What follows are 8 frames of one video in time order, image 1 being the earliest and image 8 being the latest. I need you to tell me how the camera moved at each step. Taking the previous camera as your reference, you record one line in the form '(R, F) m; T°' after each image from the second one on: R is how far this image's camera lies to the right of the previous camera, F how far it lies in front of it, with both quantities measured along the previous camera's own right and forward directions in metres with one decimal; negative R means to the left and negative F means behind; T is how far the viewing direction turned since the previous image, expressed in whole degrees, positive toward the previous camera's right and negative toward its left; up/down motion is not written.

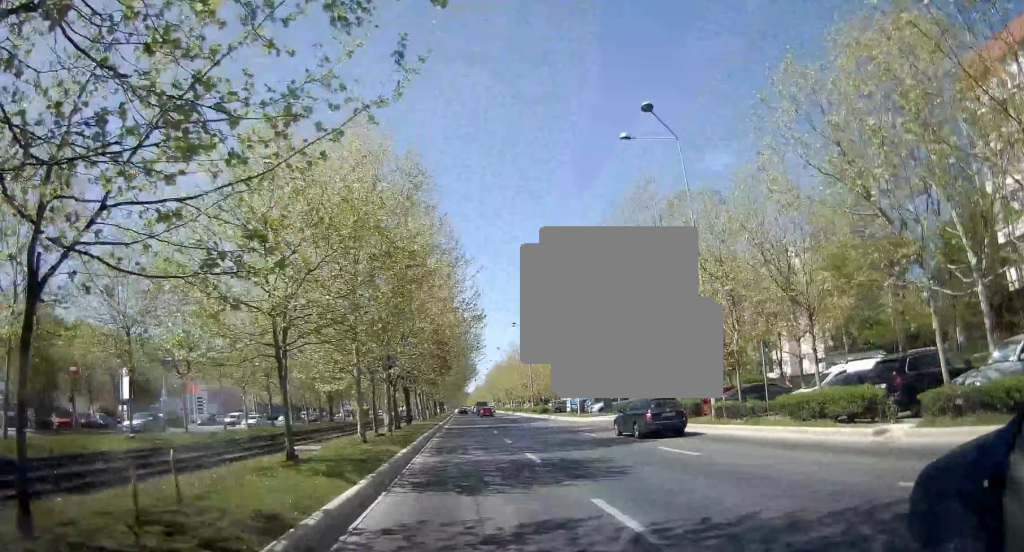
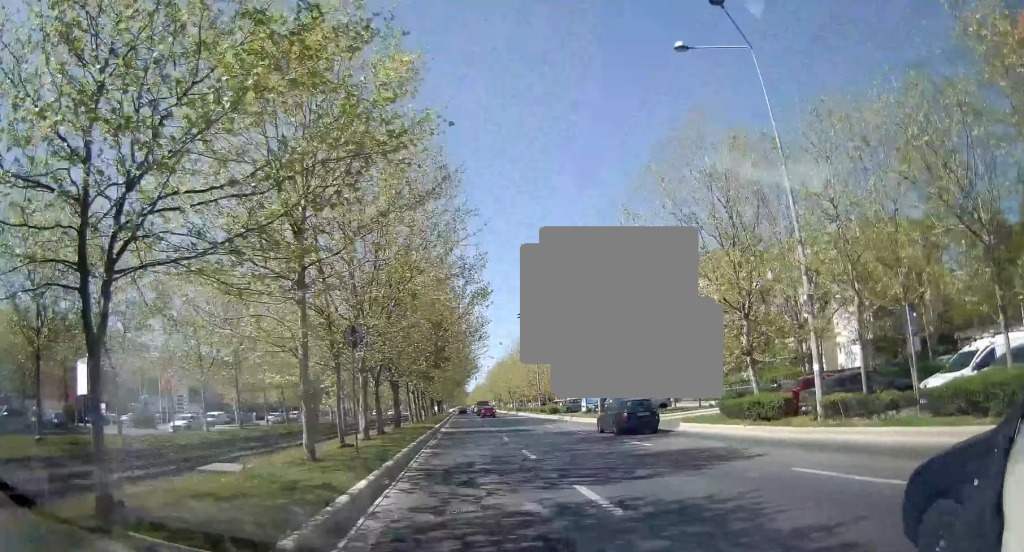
(+0.2, +7.3) m; 0°
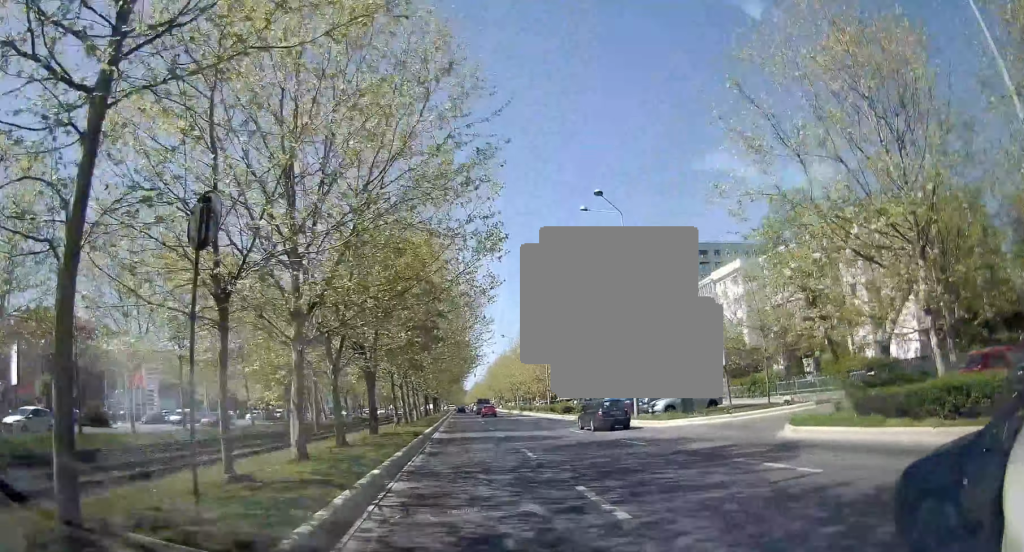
(0.0, +9.0) m; 0°
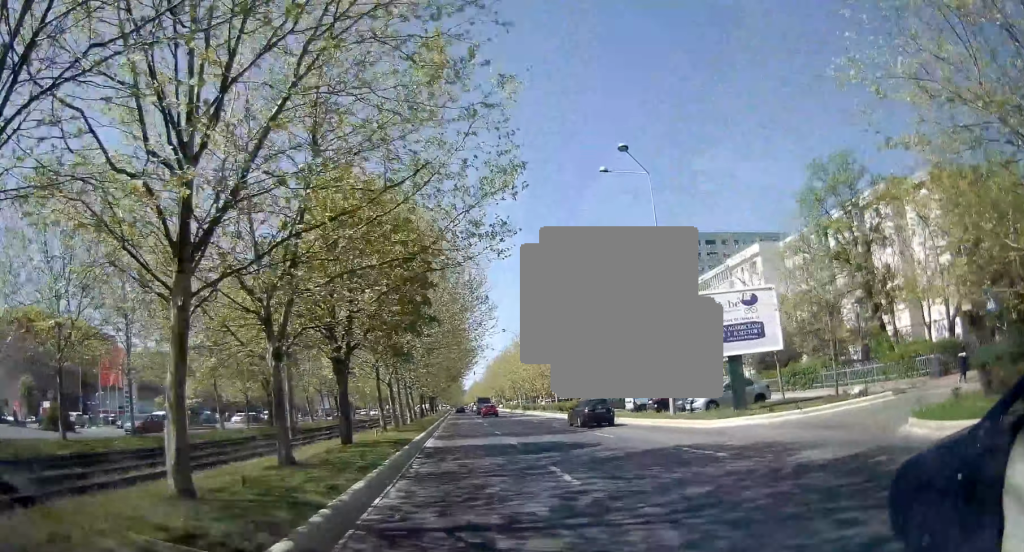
(-0.2, +6.0) m; 0°
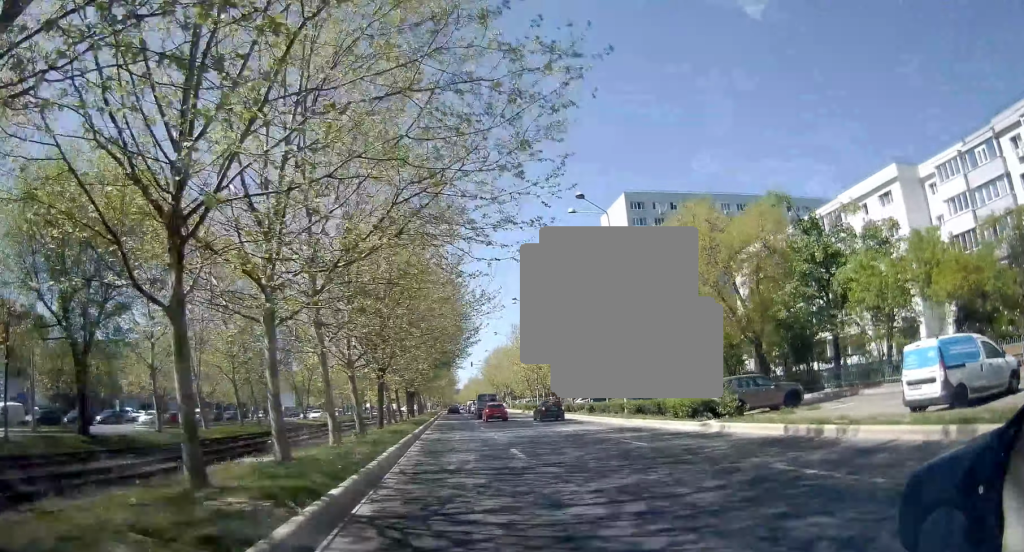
(+0.9, +27.1) m; +1°
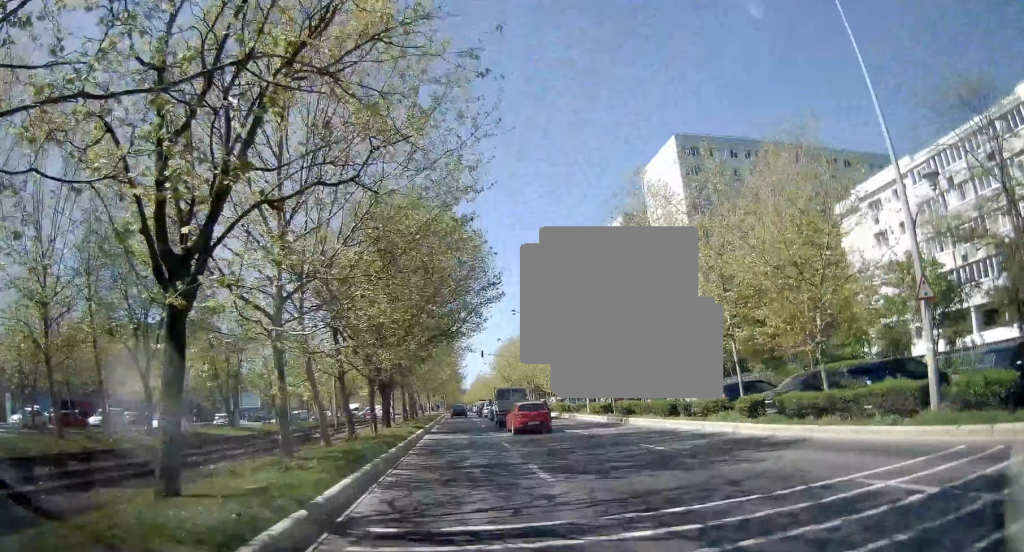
(+0.2, +23.6) m; +1°
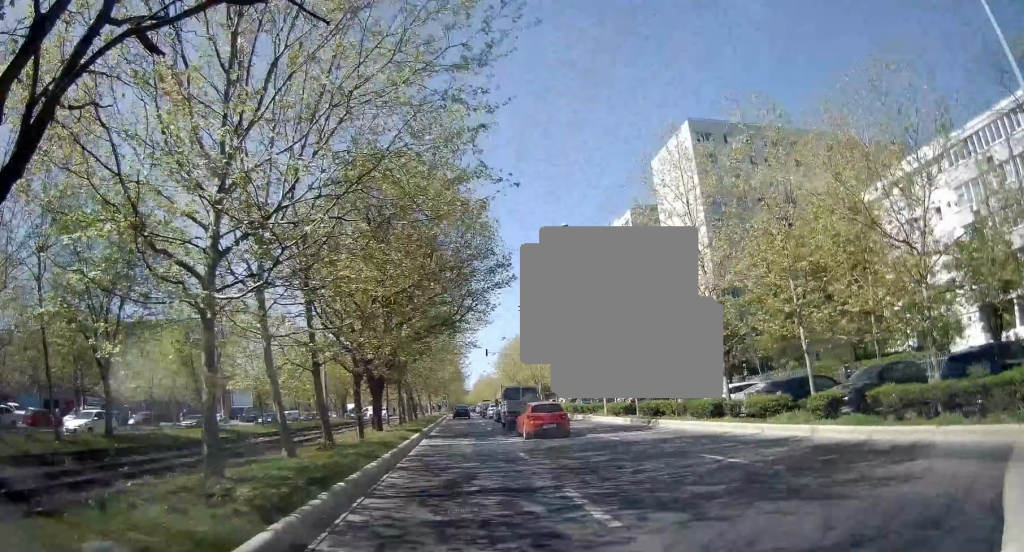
(-0.2, +4.4) m; 0°
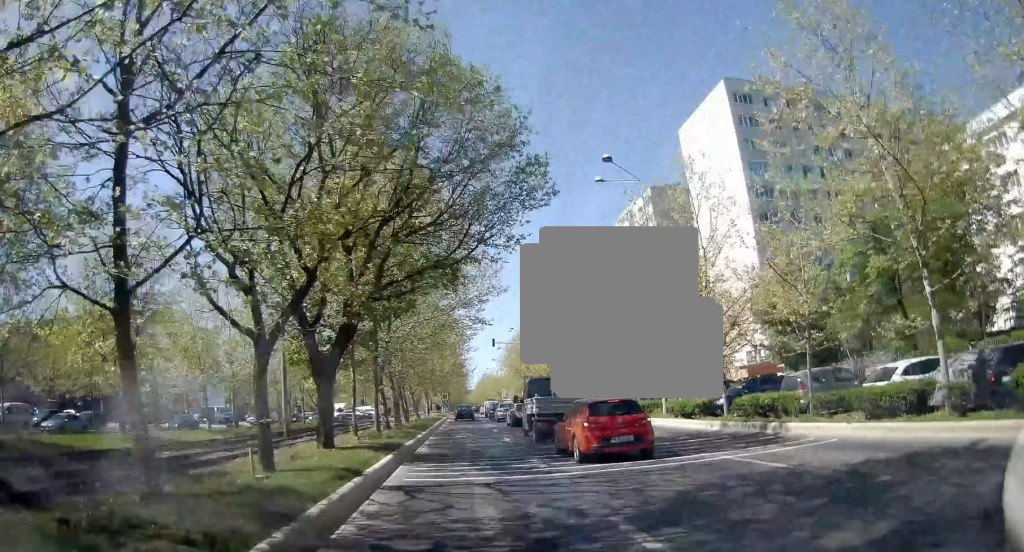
(0.0, +11.2) m; +1°
